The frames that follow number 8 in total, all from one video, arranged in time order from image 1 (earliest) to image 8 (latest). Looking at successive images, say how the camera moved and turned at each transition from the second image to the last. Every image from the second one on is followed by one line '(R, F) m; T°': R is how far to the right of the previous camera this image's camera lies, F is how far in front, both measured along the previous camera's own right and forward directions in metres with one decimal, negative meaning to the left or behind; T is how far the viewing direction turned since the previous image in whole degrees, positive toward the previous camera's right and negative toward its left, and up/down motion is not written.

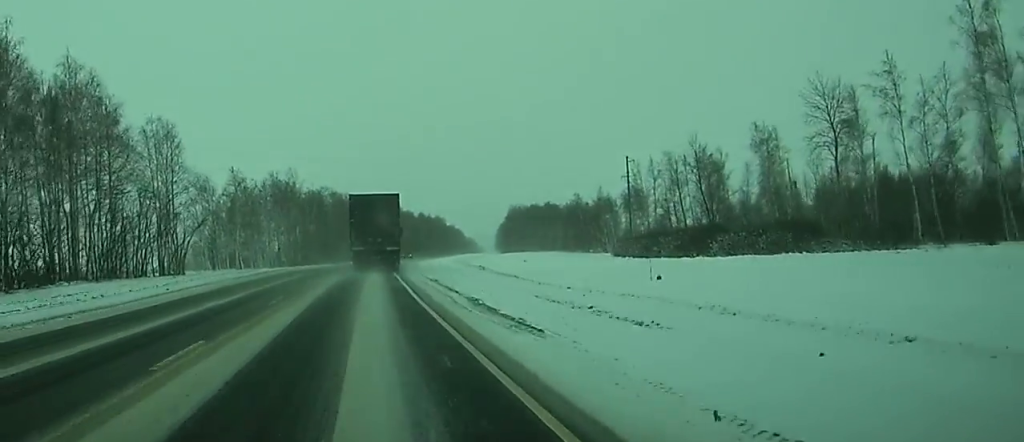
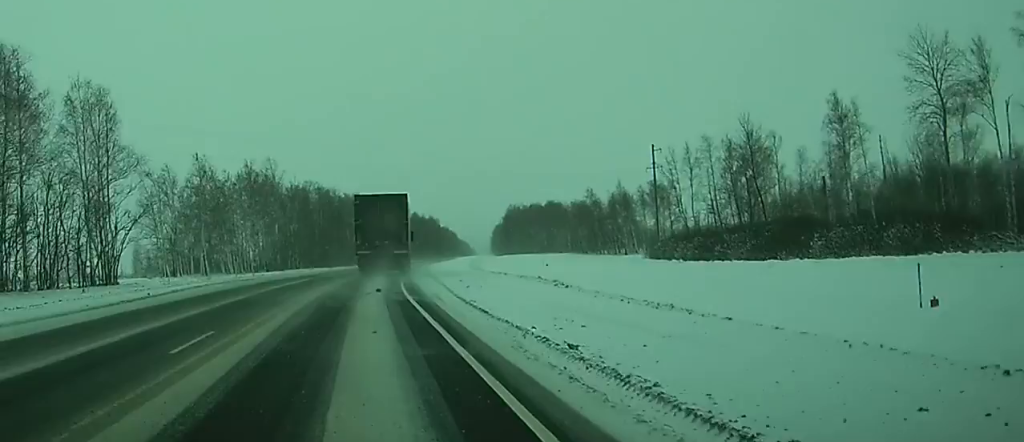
(+0.1, +22.9) m; +1°
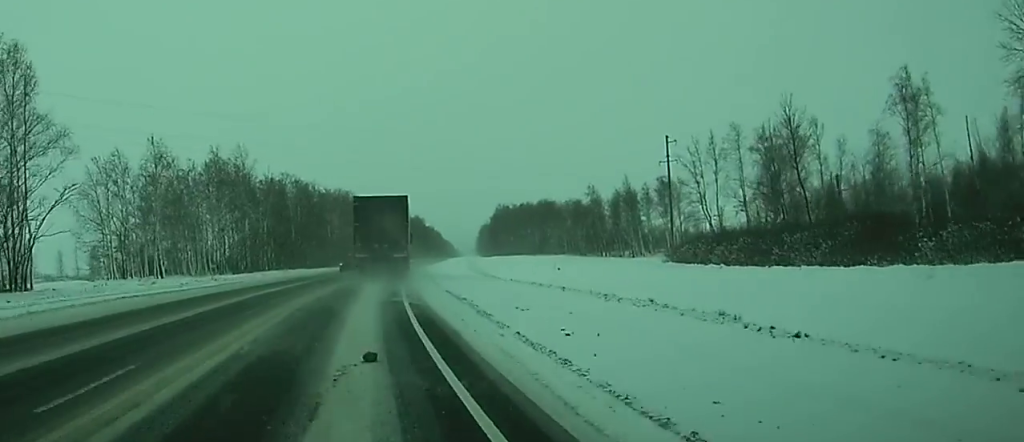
(+0.1, +16.6) m; +1°
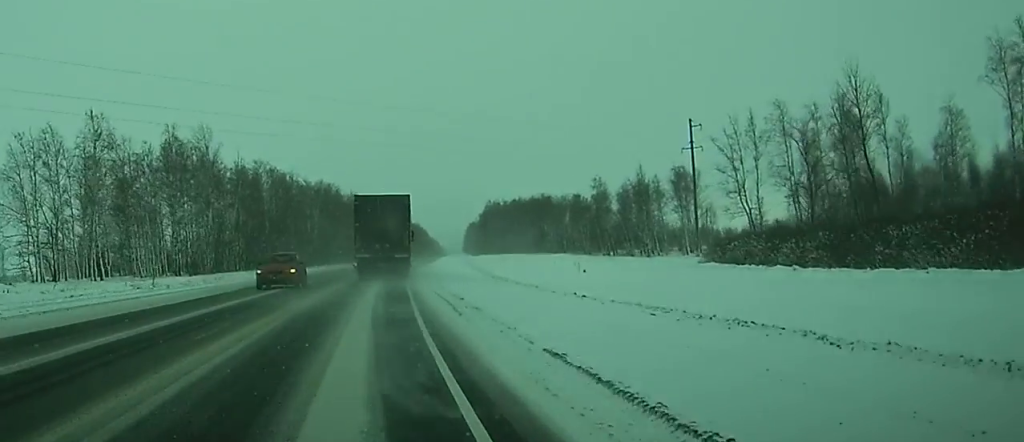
(+0.2, +18.0) m; +1°
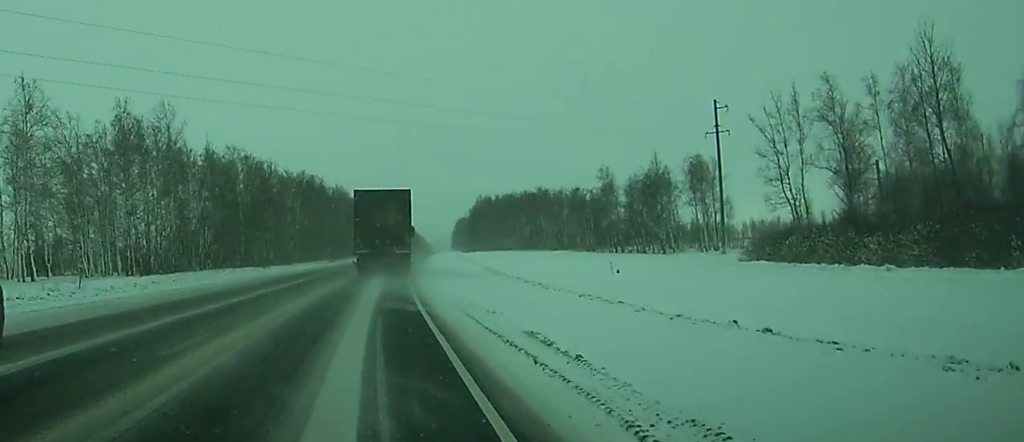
(+0.1, +14.6) m; +1°
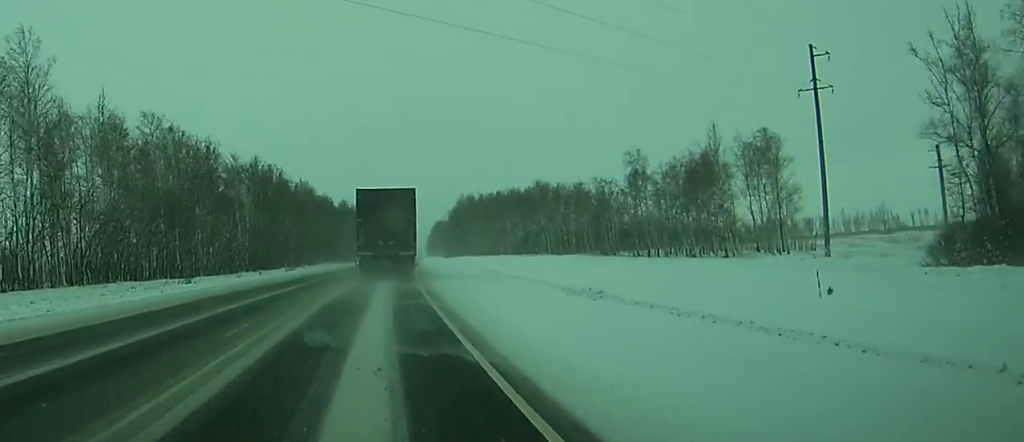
(+0.3, +32.9) m; +1°
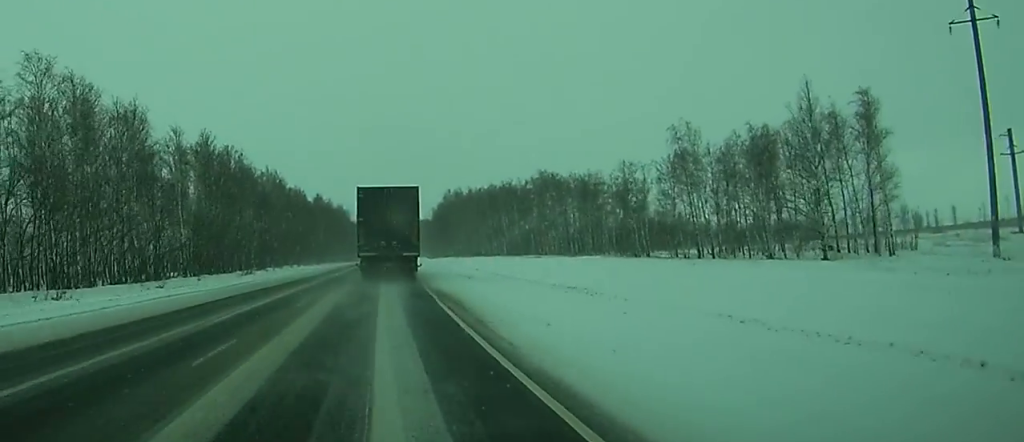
(+0.3, +26.6) m; +1°
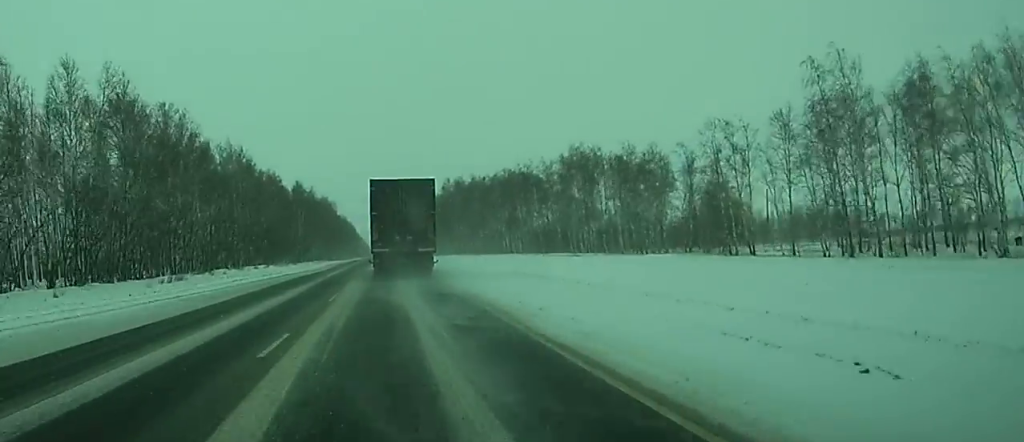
(+0.5, +35.0) m; +1°
